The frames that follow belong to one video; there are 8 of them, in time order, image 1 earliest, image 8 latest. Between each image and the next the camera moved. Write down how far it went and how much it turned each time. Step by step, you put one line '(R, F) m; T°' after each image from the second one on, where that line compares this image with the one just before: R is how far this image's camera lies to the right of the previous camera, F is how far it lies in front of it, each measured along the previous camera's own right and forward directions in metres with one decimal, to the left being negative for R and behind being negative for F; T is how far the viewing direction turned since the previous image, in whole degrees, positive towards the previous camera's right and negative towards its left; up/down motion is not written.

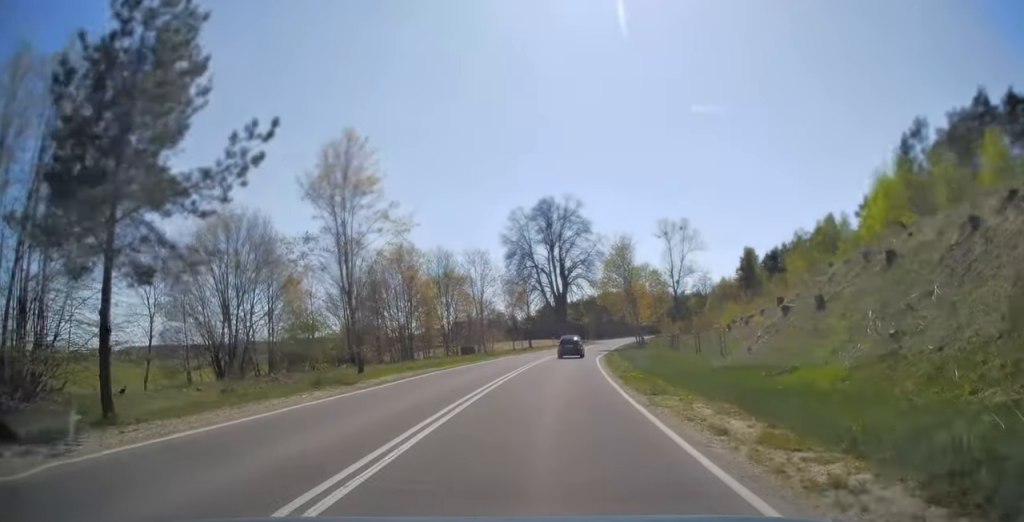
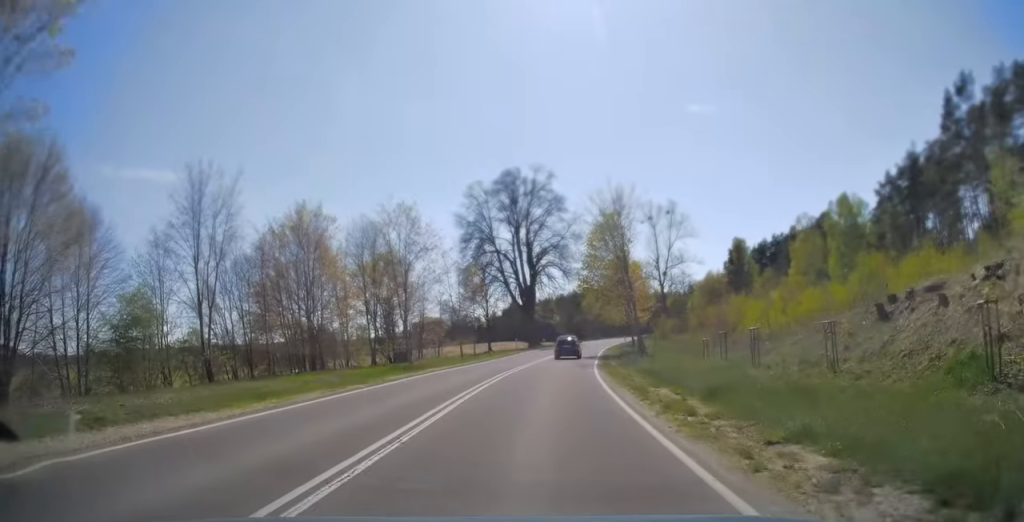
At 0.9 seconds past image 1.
(+0.7, +18.5) m; +3°
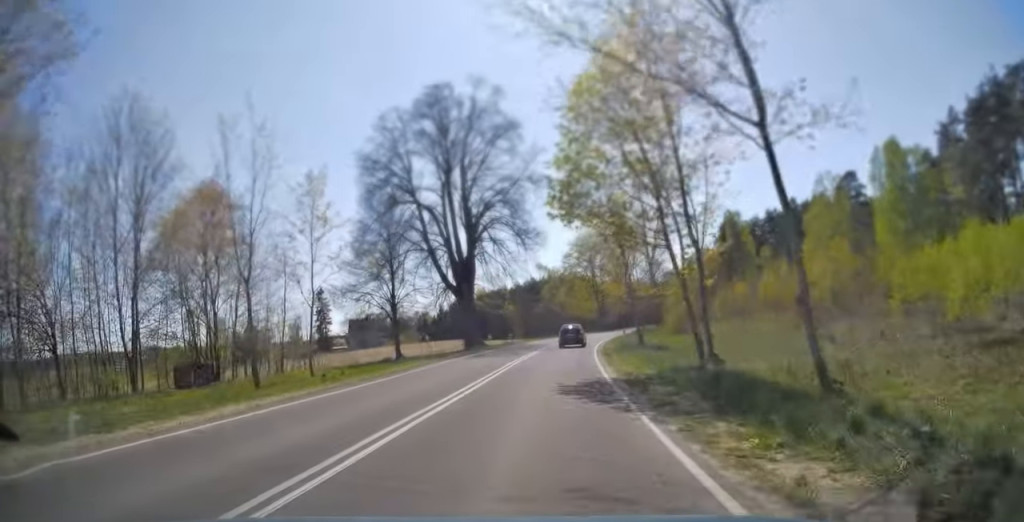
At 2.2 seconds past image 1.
(+1.0, +28.5) m; +4°
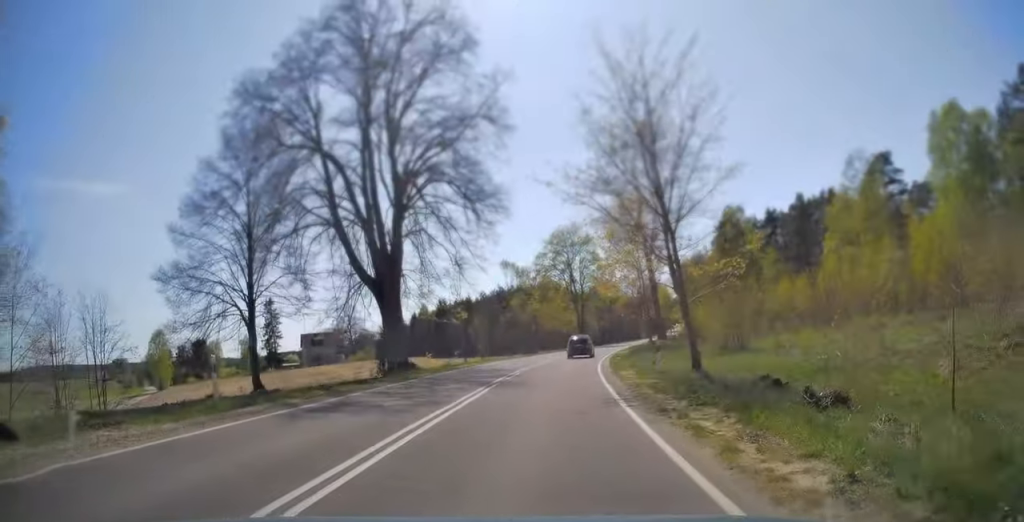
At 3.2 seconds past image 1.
(+0.5, +19.2) m; +3°
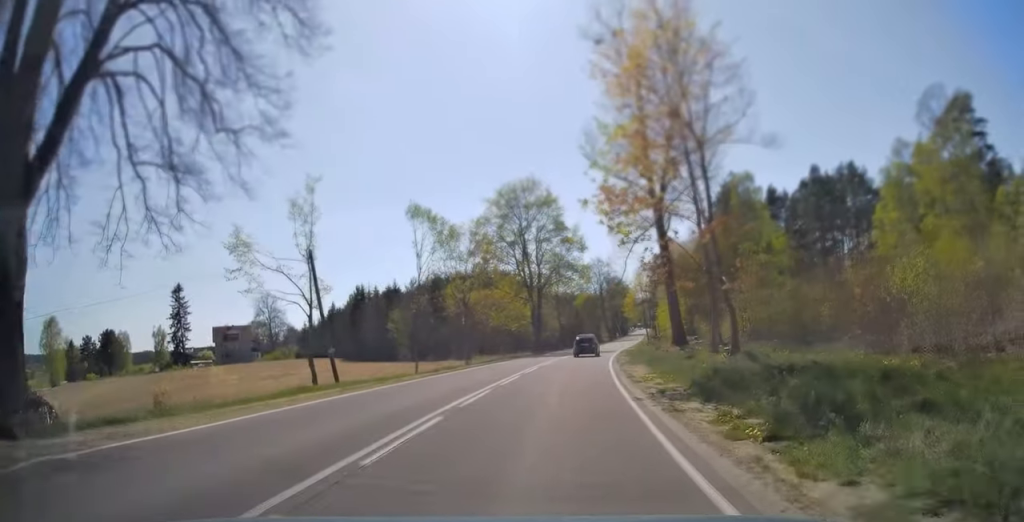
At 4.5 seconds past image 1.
(+1.2, +26.8) m; +6°
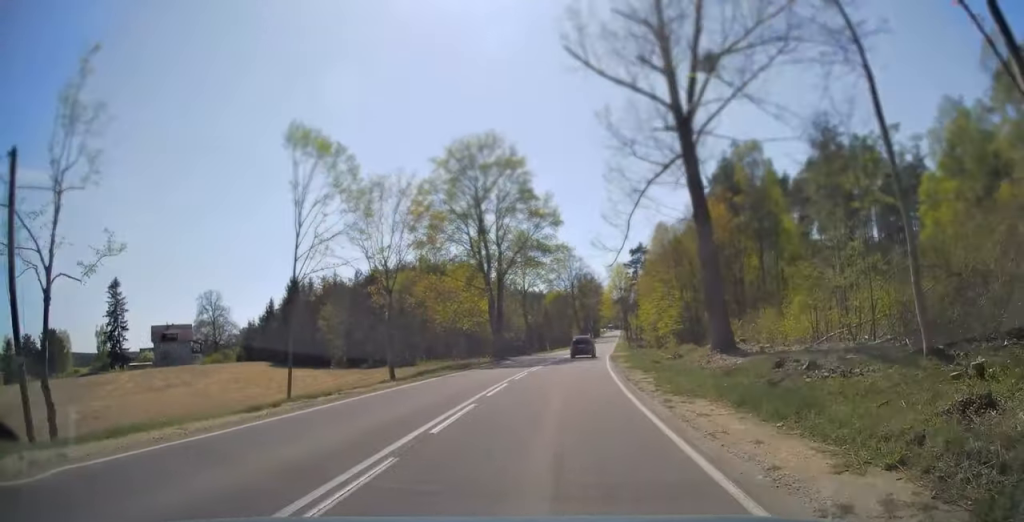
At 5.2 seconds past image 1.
(+0.5, +15.1) m; +3°
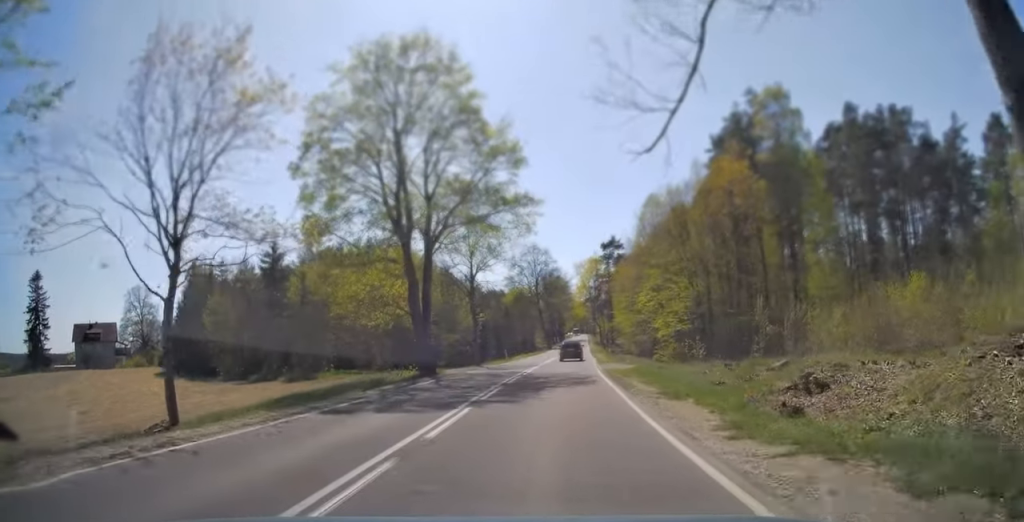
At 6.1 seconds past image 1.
(+0.4, +17.8) m; +2°
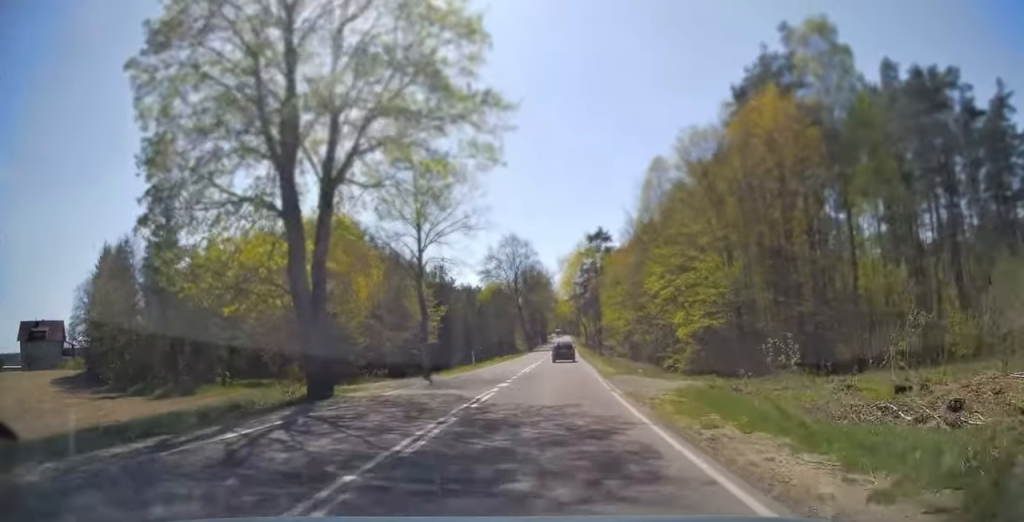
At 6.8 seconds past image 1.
(0.0, +13.1) m; +1°
